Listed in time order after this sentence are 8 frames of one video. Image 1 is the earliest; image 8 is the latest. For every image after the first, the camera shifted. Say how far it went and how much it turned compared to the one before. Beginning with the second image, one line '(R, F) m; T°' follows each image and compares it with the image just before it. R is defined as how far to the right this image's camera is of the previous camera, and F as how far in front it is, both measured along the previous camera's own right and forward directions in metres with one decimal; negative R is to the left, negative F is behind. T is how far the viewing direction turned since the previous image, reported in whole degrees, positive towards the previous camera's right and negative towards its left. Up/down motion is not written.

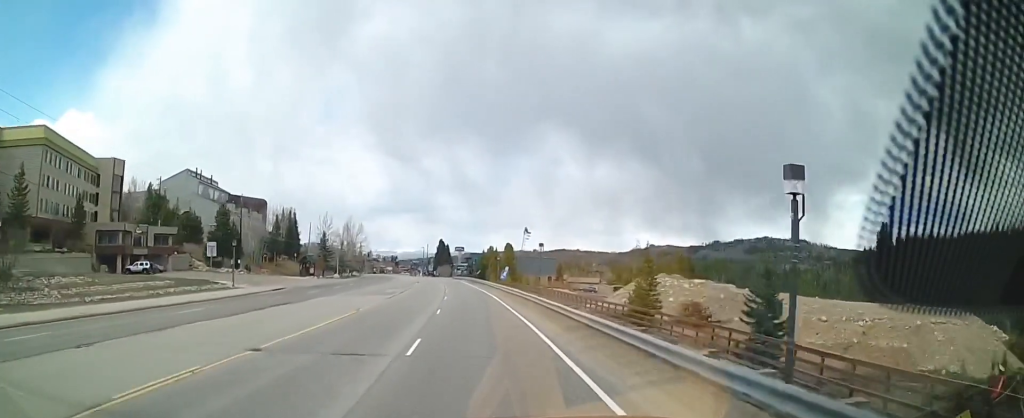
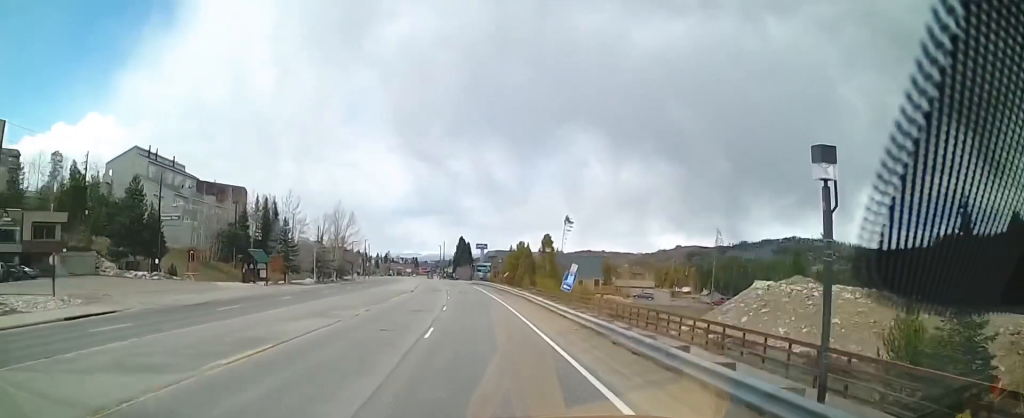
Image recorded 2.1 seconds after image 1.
(-1.0, +33.4) m; -4°
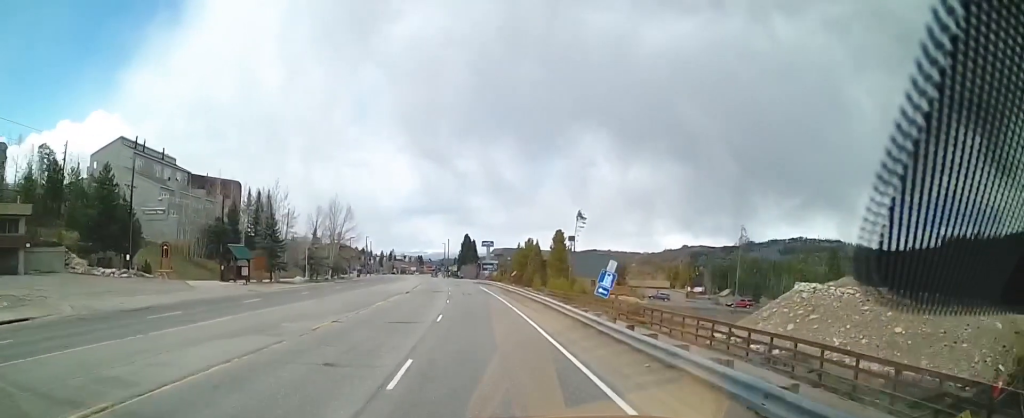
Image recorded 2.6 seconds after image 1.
(-0.2, +7.4) m; -1°
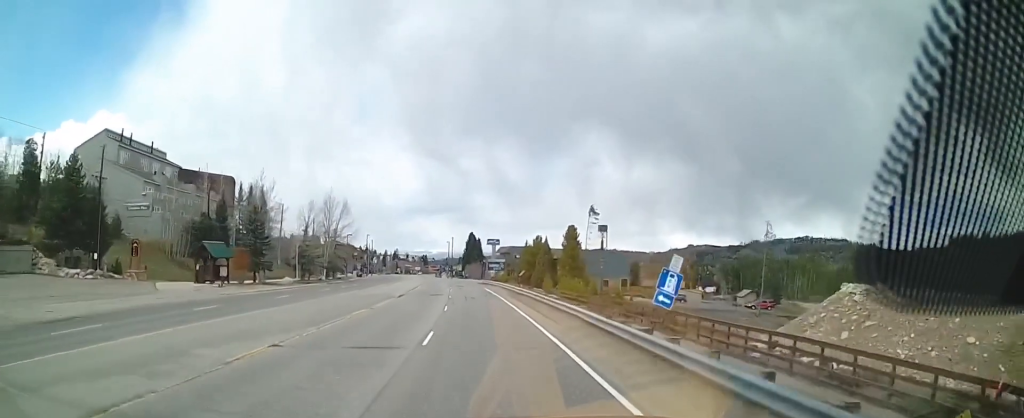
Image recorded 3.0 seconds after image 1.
(+0.1, +6.9) m; 0°
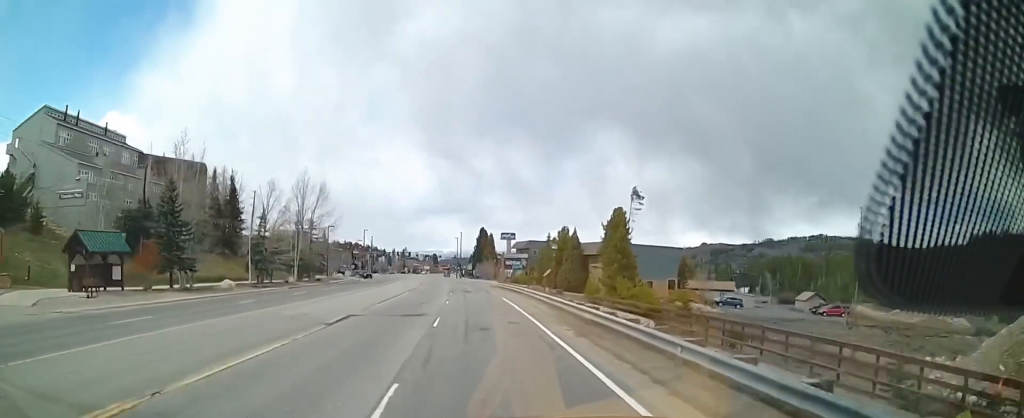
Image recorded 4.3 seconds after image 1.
(+0.1, +20.3) m; +1°
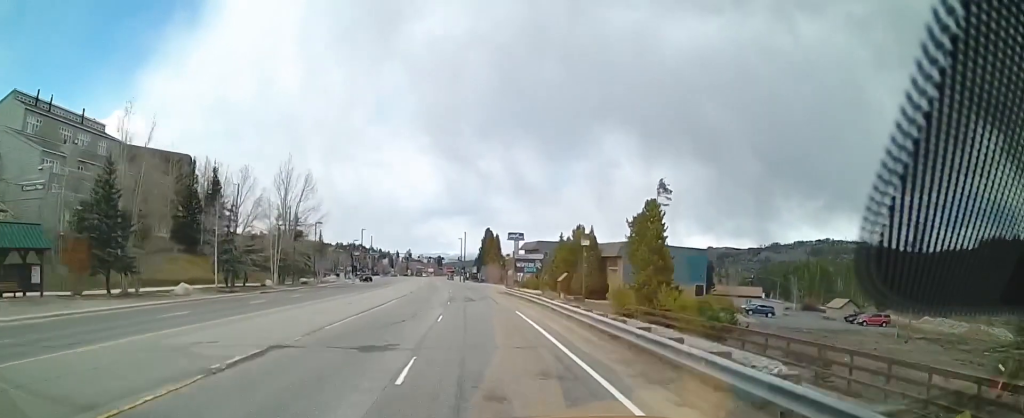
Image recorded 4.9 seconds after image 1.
(0.0, +9.1) m; 0°
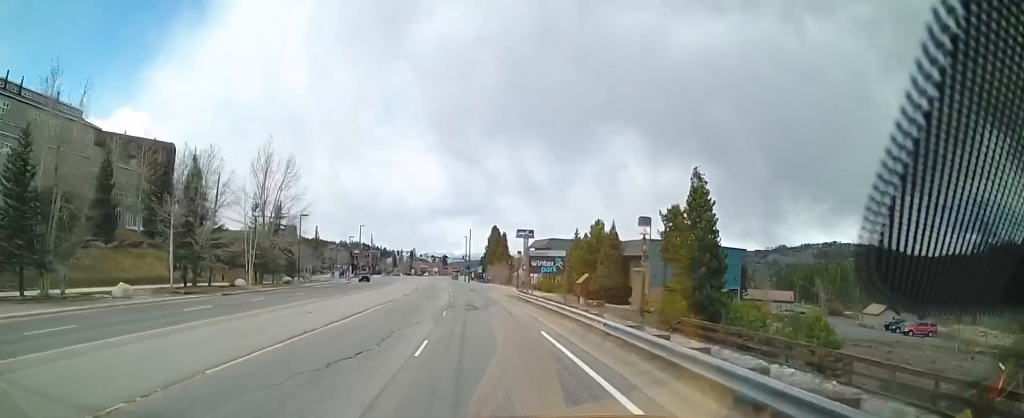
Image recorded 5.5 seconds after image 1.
(+0.1, +9.0) m; 0°
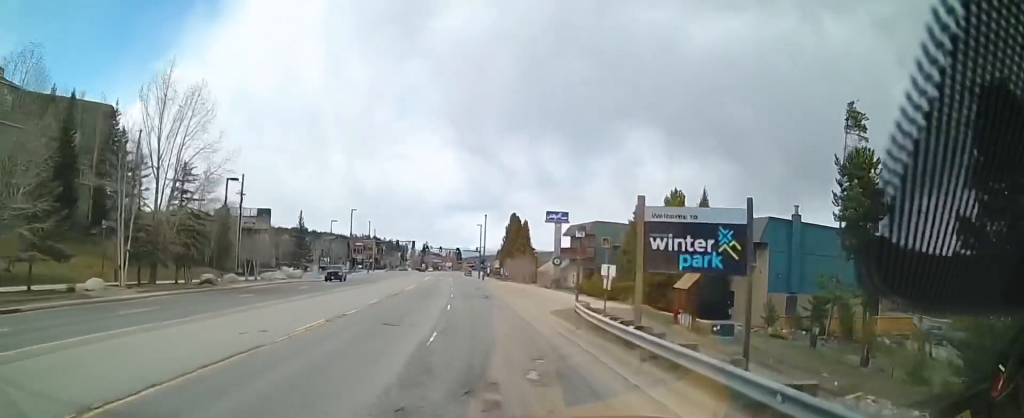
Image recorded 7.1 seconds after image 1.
(-0.3, +23.7) m; -2°
